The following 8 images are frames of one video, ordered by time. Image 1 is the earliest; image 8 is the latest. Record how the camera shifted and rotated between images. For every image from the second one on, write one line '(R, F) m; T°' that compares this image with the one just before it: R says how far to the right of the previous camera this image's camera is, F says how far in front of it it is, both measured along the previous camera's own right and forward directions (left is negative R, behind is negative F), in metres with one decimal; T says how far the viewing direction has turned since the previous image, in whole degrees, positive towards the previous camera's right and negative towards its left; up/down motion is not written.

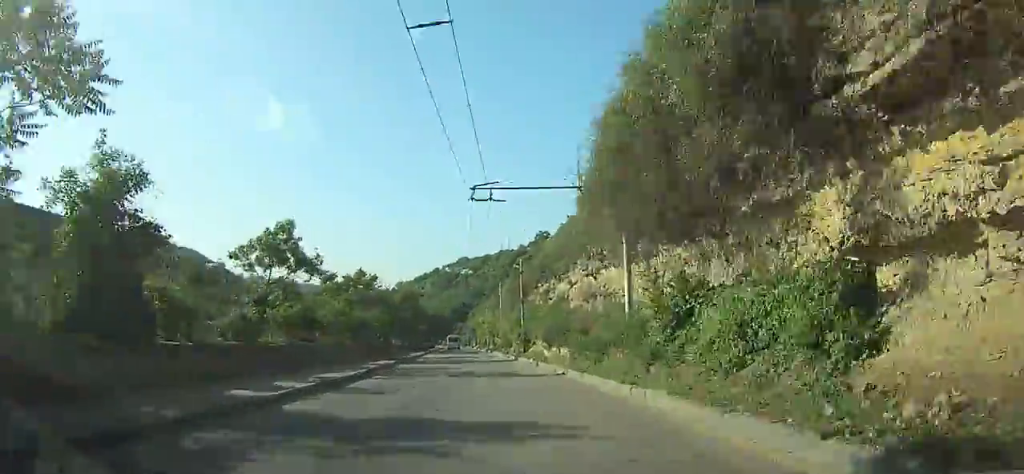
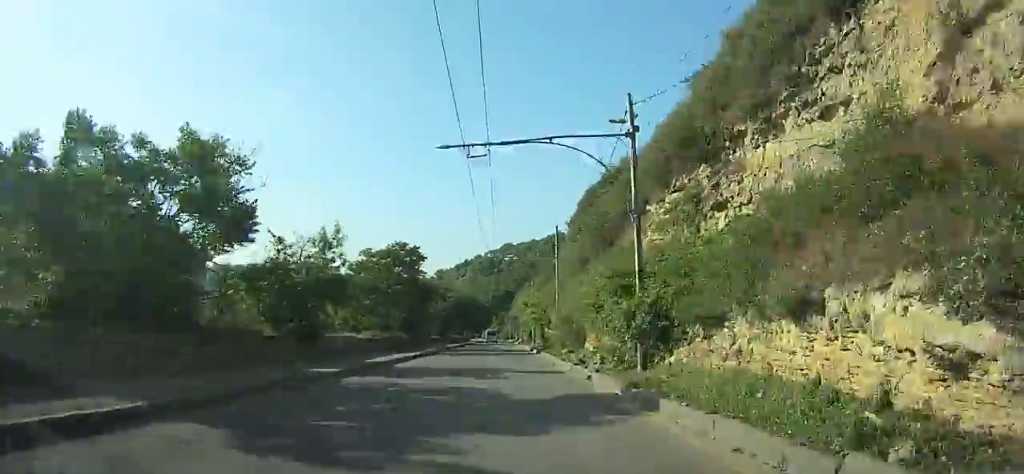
(-2.0, +29.4) m; -6°
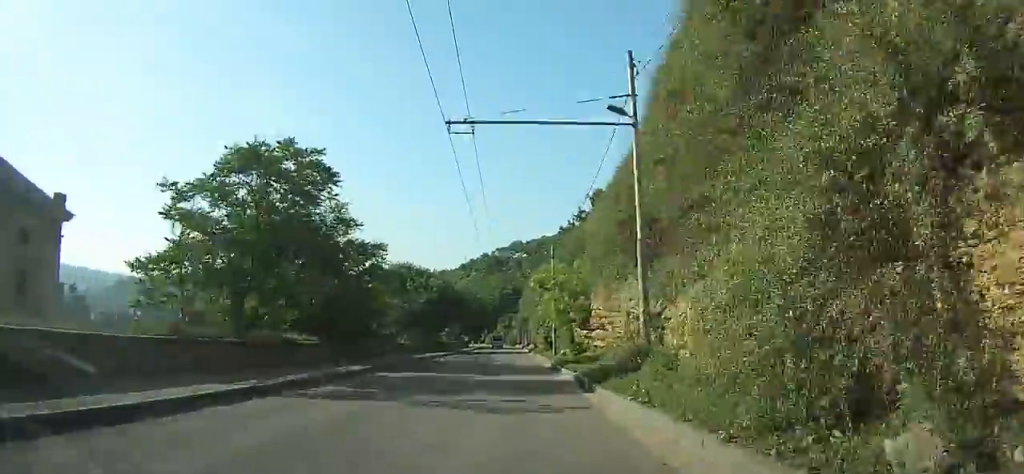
(-0.8, +23.0) m; -3°
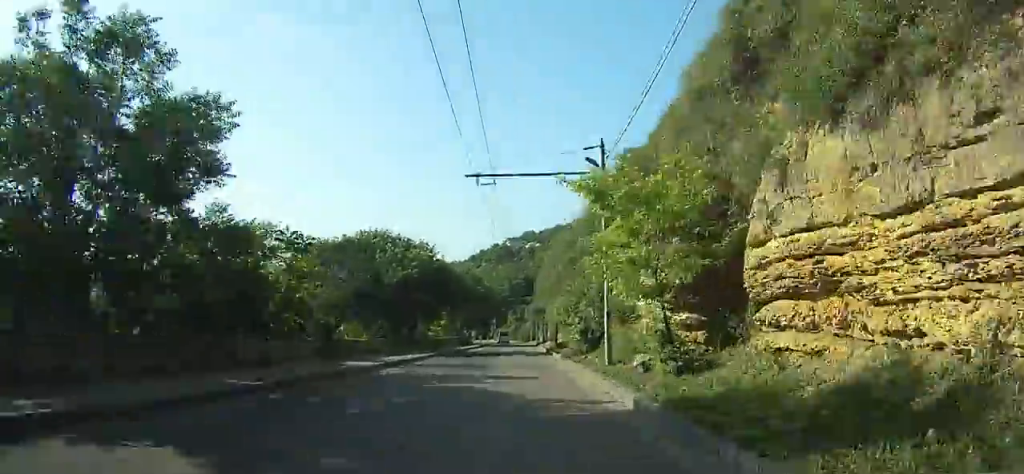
(-0.3, +16.6) m; -1°
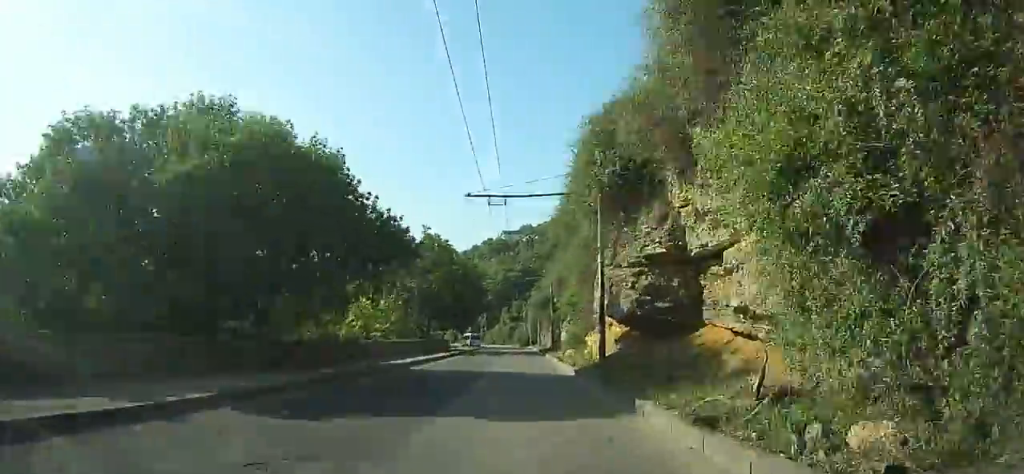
(-0.2, +25.4) m; -1°
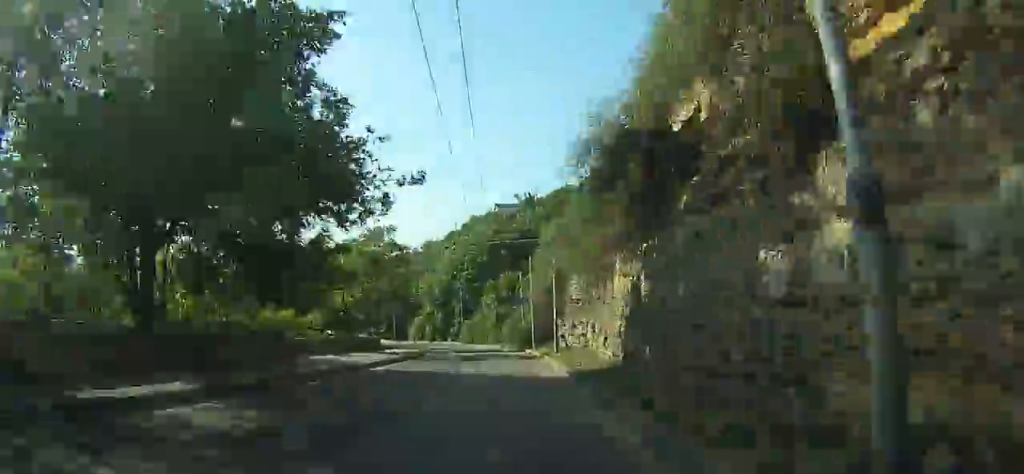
(-0.6, +39.8) m; -4°
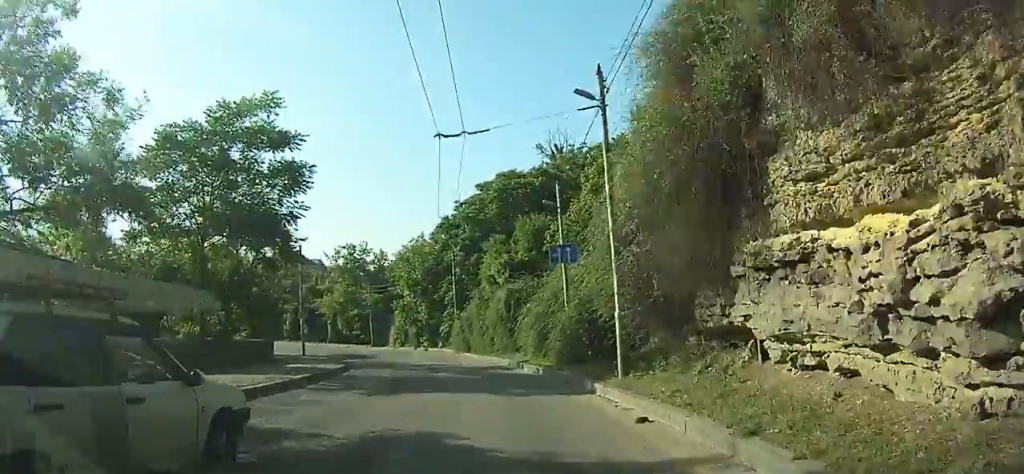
(-1.4, +28.8) m; -3°
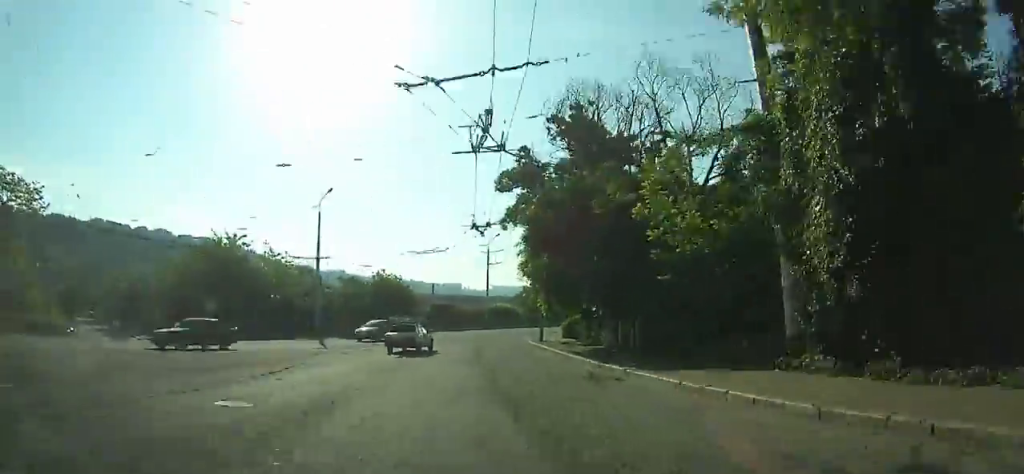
(-27.2, +86.4) m; -36°
